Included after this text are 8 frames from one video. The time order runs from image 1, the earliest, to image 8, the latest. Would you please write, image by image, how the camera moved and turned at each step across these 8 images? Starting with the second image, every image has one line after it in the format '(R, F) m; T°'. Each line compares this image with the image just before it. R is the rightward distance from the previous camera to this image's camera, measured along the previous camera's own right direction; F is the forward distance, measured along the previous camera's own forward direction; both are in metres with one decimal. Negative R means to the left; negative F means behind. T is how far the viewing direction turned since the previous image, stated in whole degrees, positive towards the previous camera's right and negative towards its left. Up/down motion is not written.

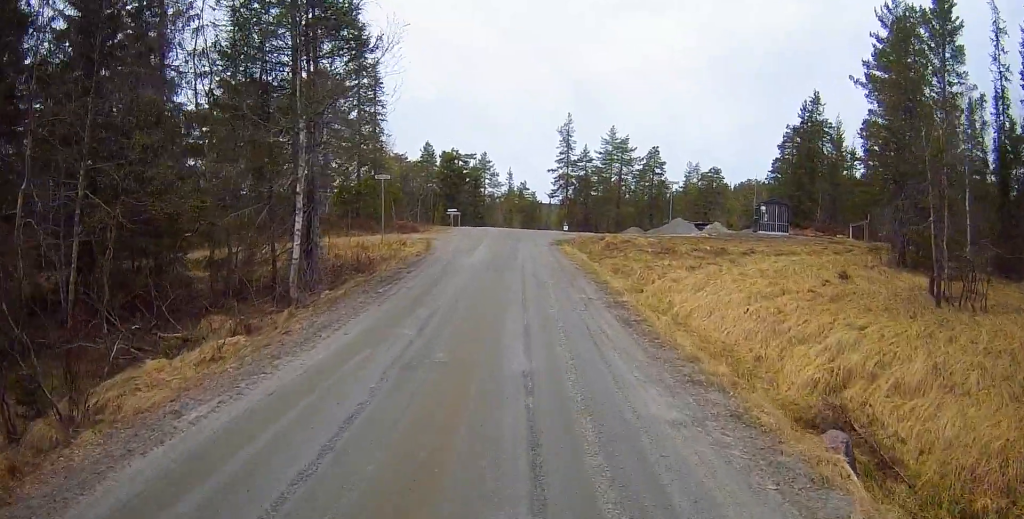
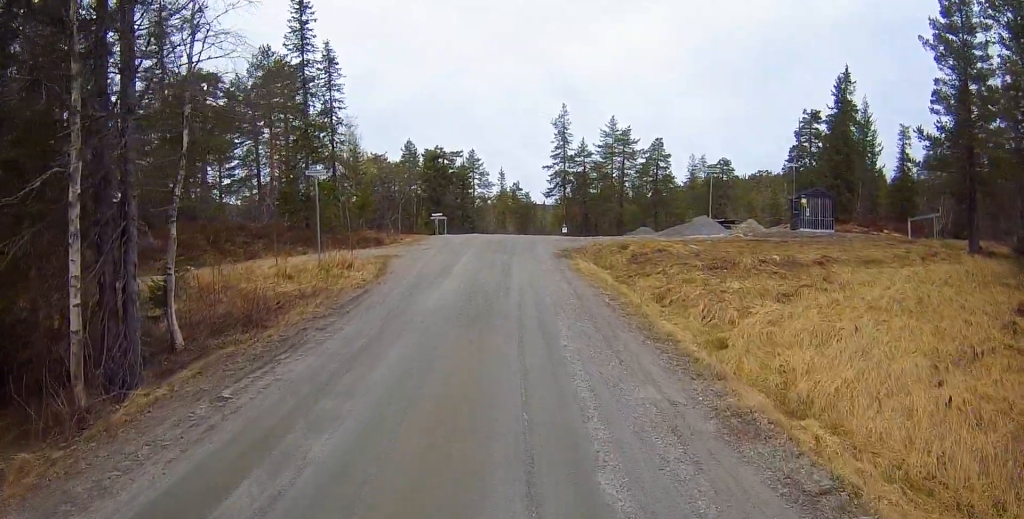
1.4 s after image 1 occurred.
(+0.6, +8.0) m; +4°
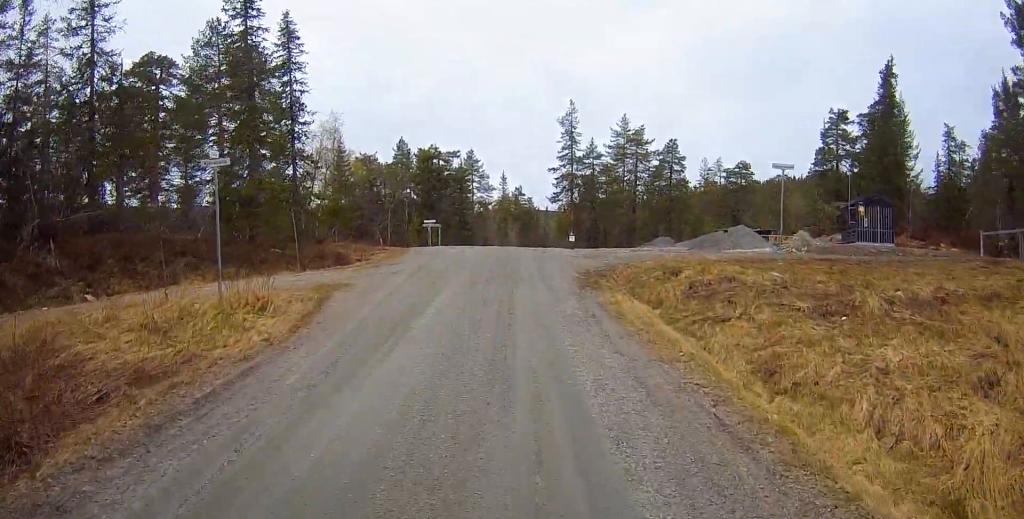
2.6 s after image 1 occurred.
(-0.3, +6.9) m; -5°
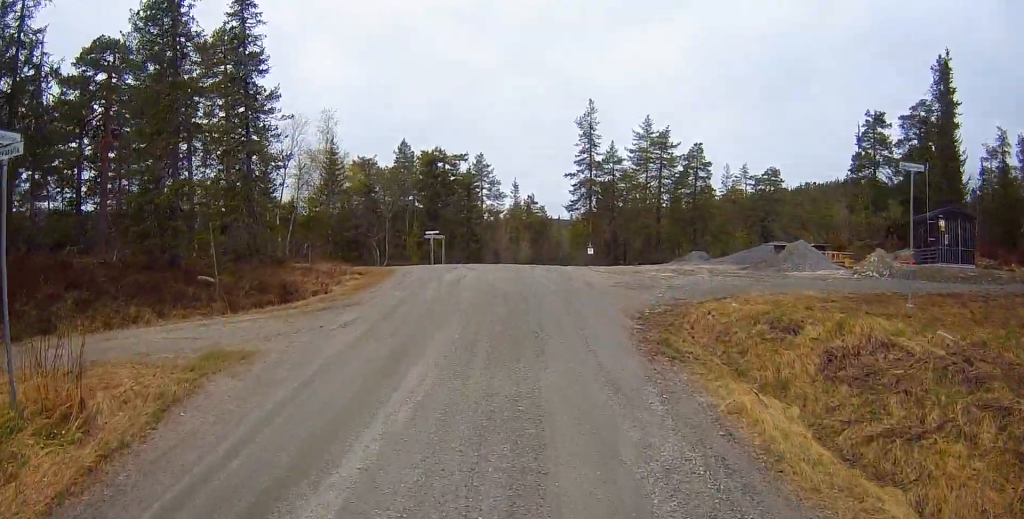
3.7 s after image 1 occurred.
(-0.1, +6.4) m; +1°
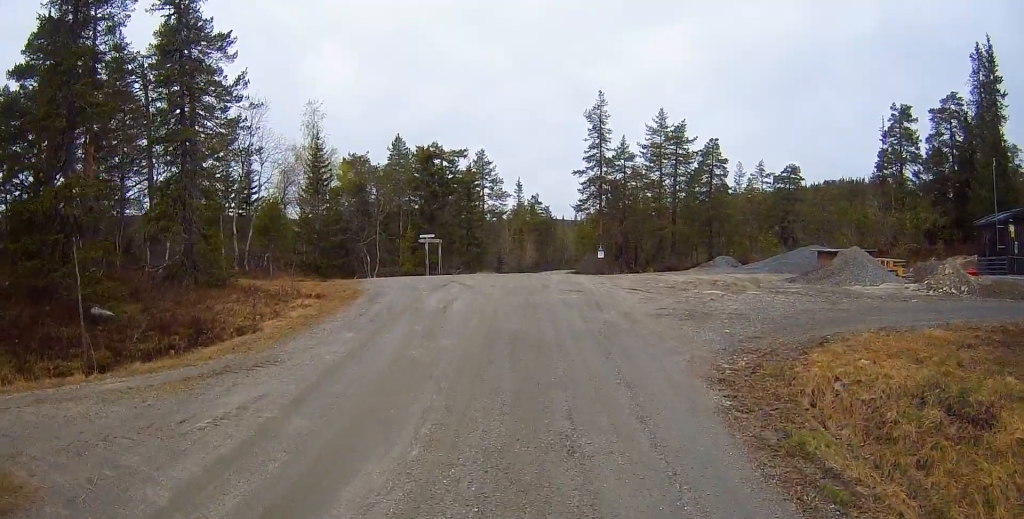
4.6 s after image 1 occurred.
(+0.1, +4.8) m; 0°
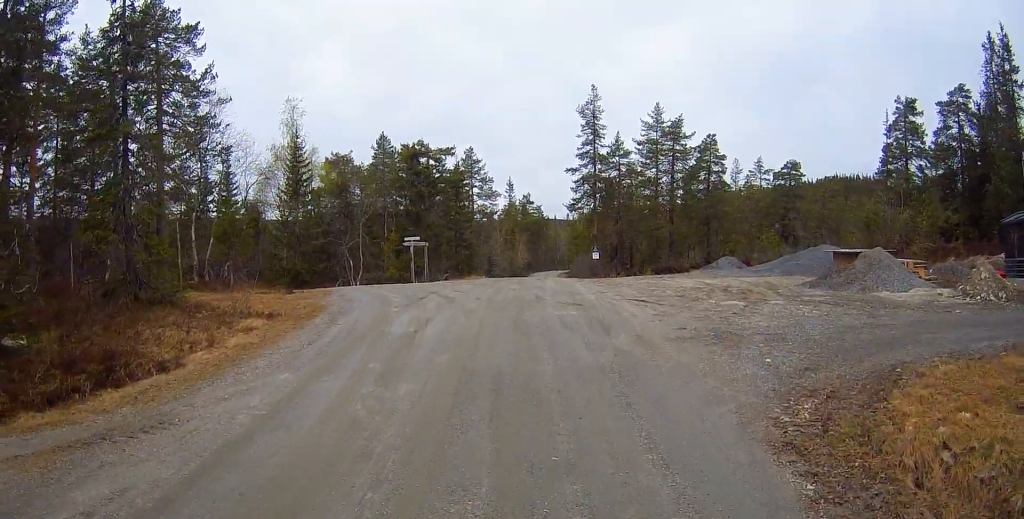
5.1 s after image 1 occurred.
(-0.1, +2.6) m; +2°
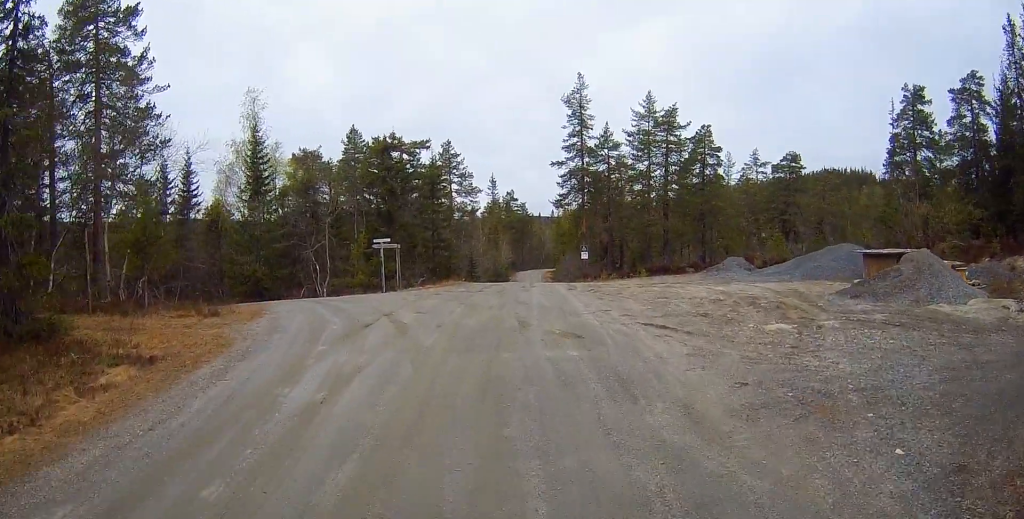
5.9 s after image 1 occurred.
(0.0, +4.2) m; +3°
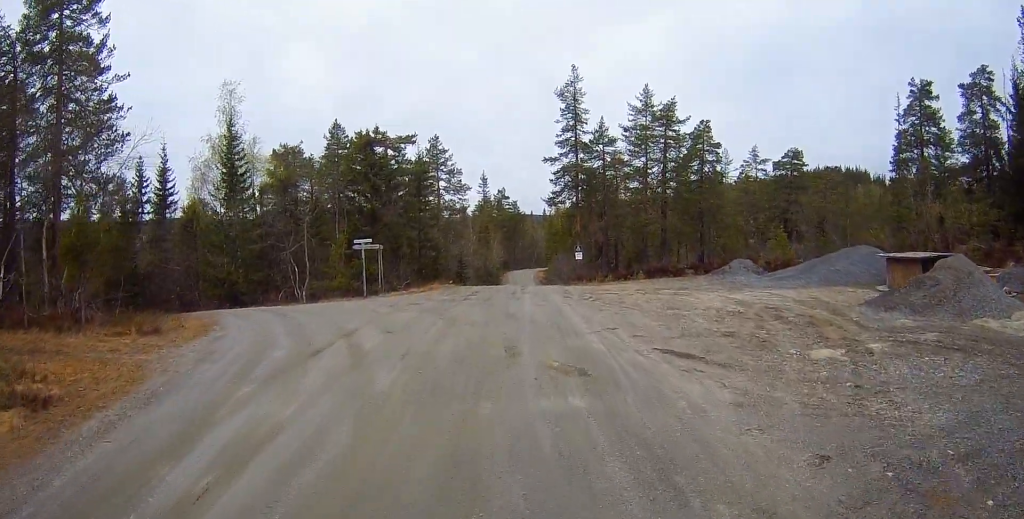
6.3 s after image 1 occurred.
(+0.2, +2.4) m; +2°
